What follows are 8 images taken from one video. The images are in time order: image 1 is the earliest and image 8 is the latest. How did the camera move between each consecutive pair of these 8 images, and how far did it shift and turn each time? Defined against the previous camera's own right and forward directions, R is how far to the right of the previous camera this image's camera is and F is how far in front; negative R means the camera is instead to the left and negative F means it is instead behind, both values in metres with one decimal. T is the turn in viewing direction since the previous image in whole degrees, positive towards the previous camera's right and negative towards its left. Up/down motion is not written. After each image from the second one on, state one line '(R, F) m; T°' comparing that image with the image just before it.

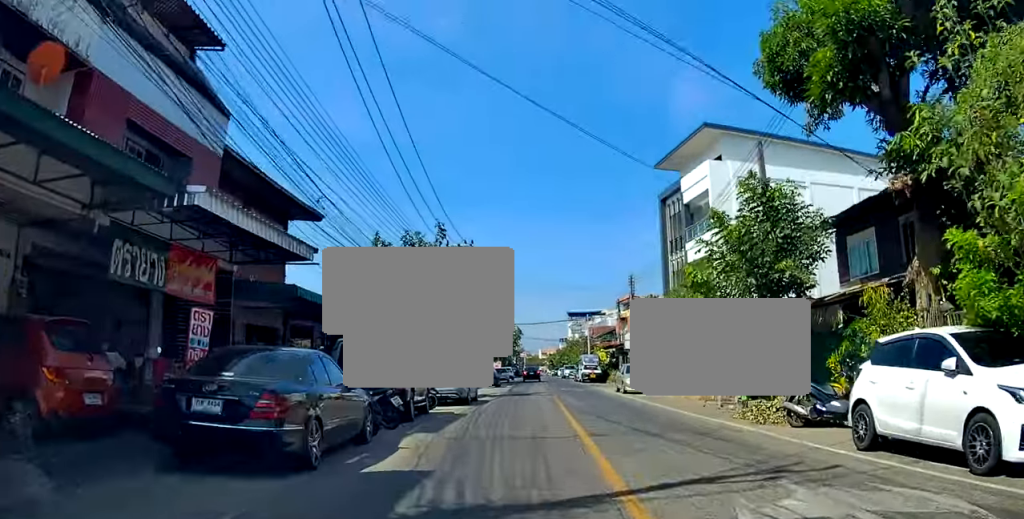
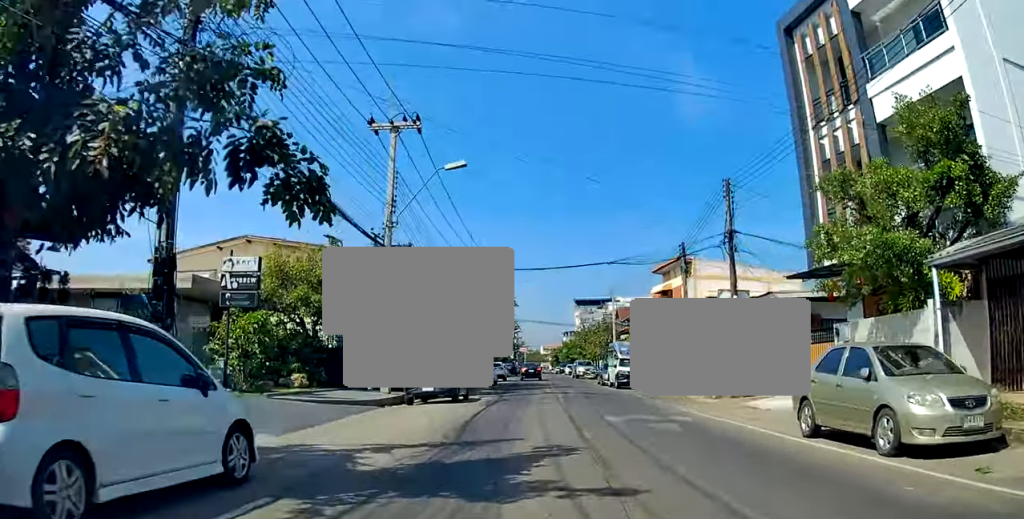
(-0.1, +22.6) m; -1°
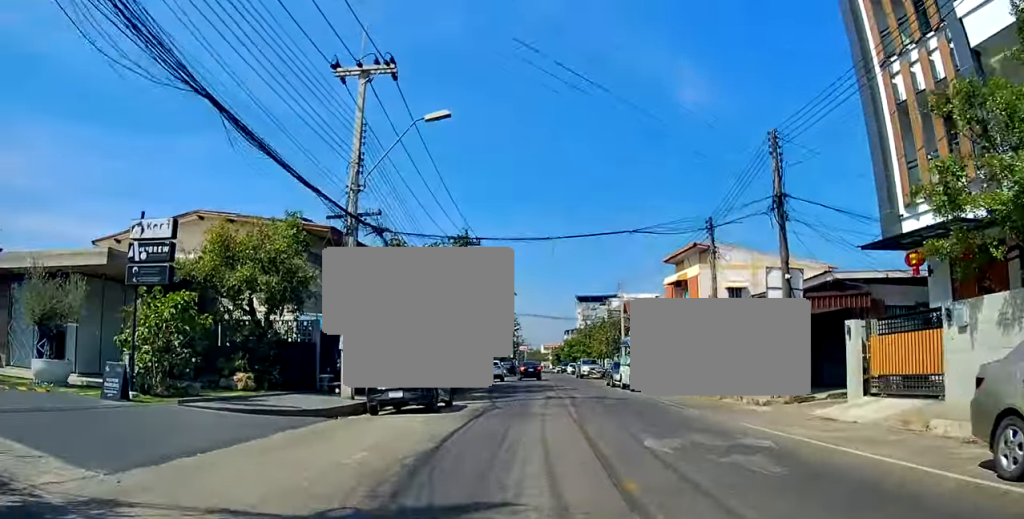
(+0.1, +4.8) m; +1°
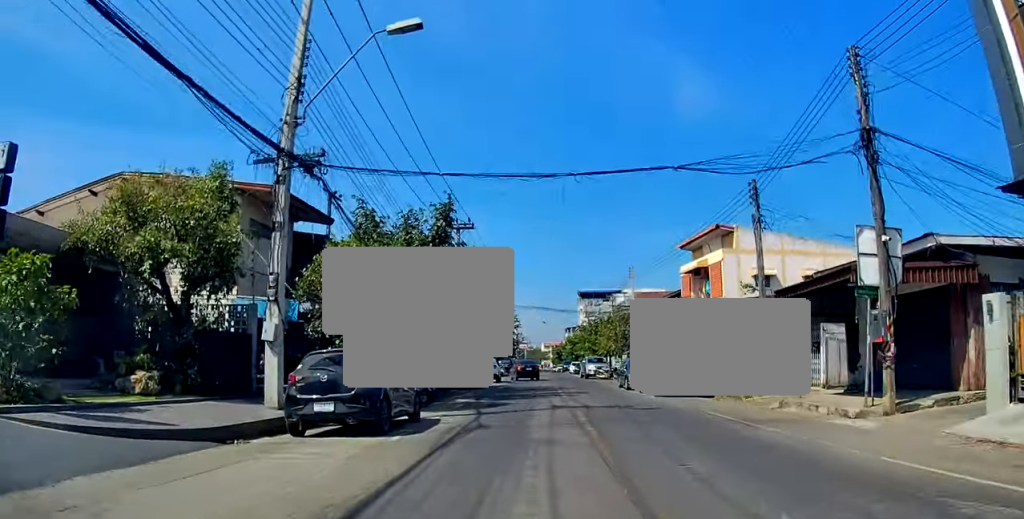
(0.0, +5.5) m; +1°
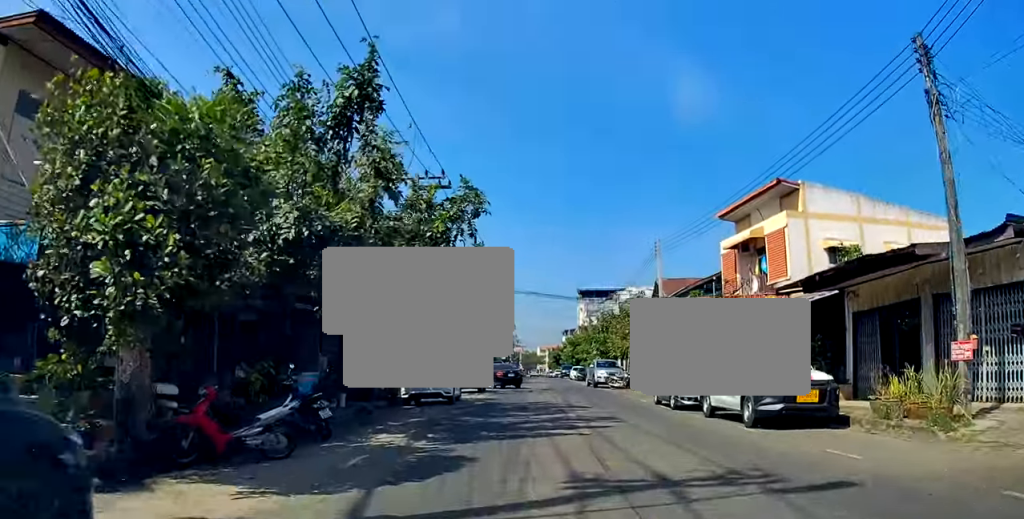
(0.0, +10.5) m; -1°
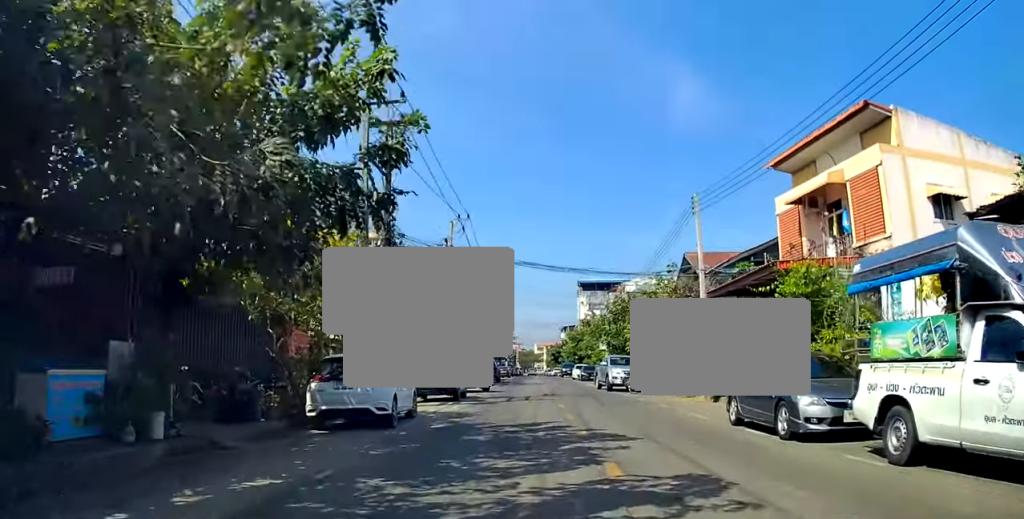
(-0.1, +8.6) m; -1°
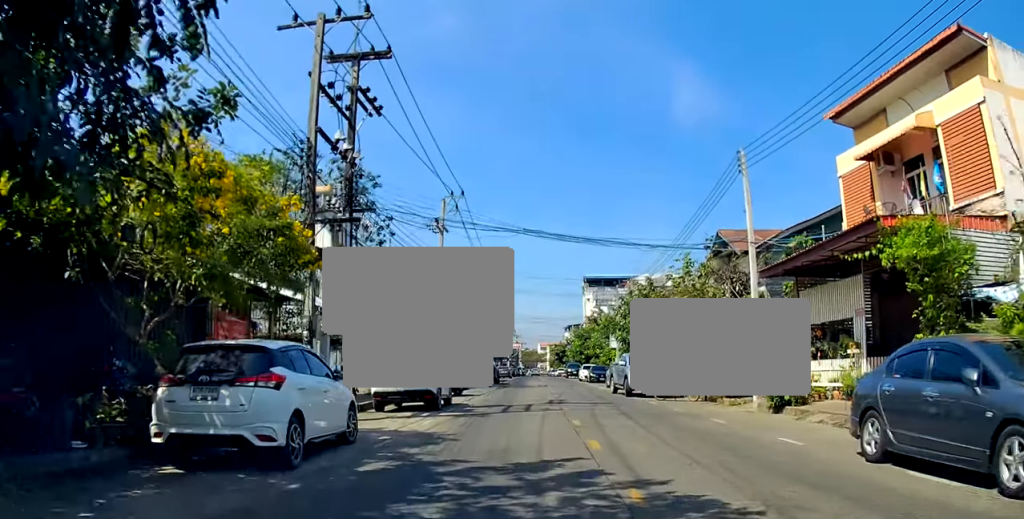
(0.0, +5.1) m; -1°
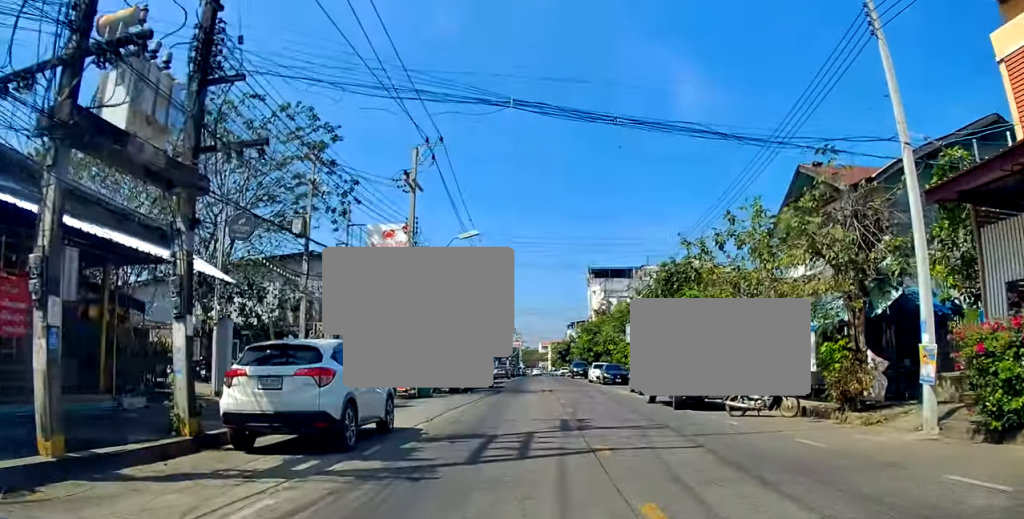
(-0.1, +8.7) m; 0°
